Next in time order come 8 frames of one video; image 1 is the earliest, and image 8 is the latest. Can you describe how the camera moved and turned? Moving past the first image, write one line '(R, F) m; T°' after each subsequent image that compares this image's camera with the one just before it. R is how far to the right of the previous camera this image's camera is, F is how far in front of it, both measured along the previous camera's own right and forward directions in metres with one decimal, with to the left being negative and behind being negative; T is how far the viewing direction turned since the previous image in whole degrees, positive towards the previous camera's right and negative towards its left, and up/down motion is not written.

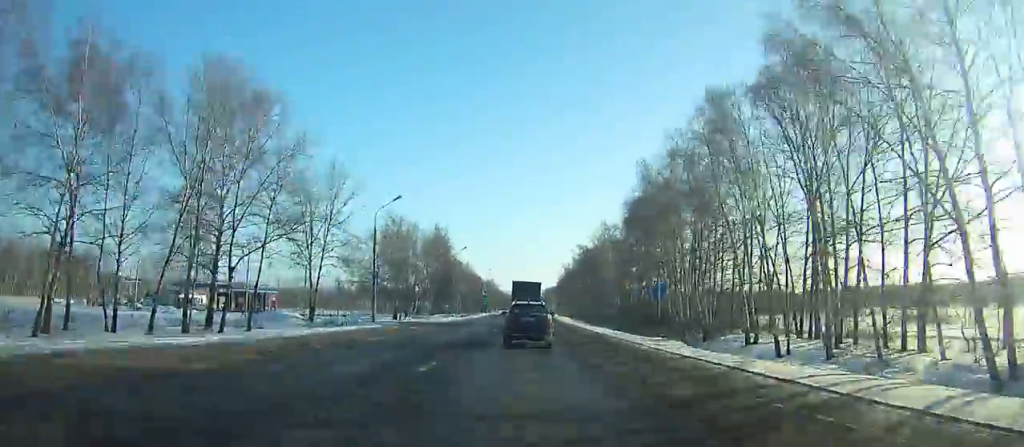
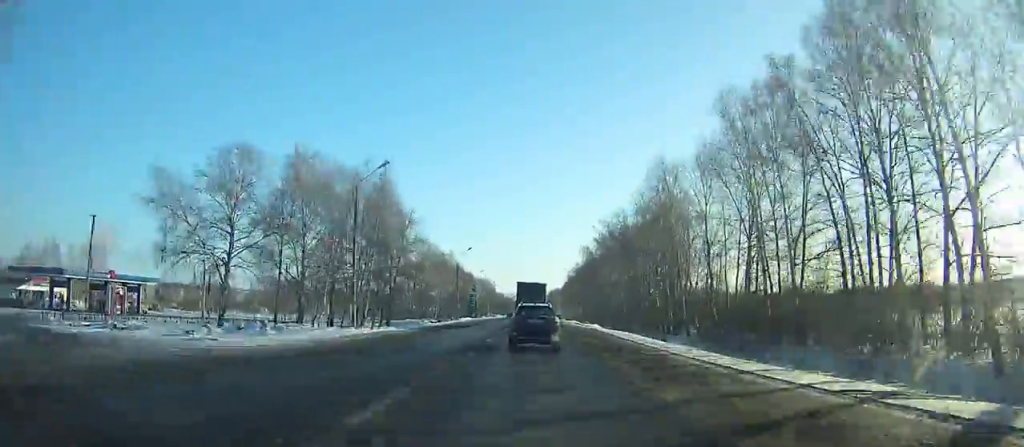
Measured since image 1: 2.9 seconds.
(+0.1, +52.8) m; 0°
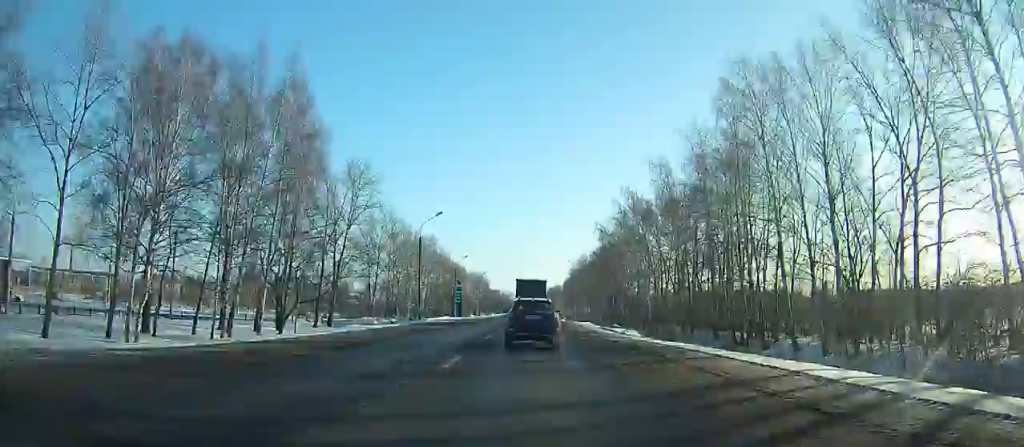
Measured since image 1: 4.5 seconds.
(0.0, +28.8) m; 0°
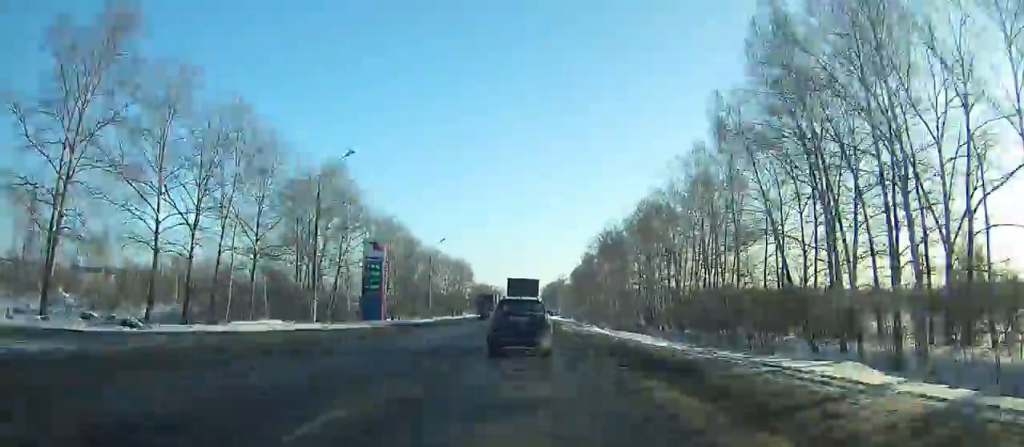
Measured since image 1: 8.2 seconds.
(+0.2, +66.4) m; 0°
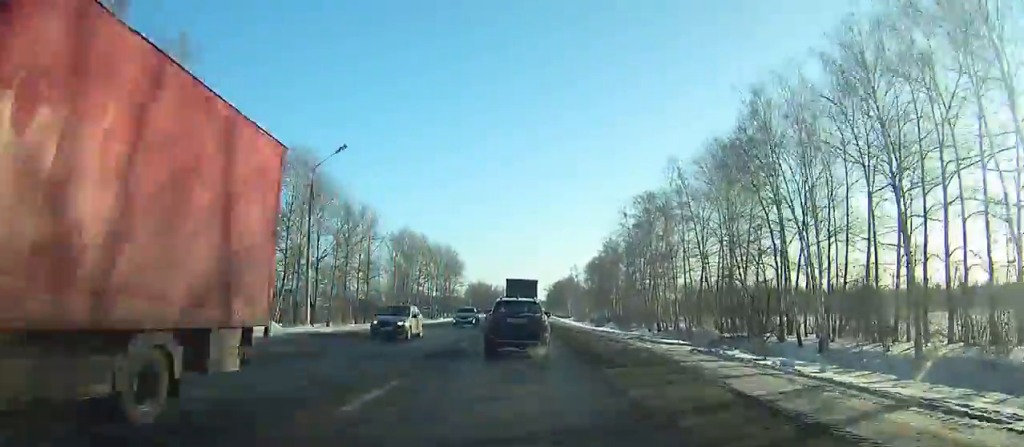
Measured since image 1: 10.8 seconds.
(-0.2, +46.3) m; 0°
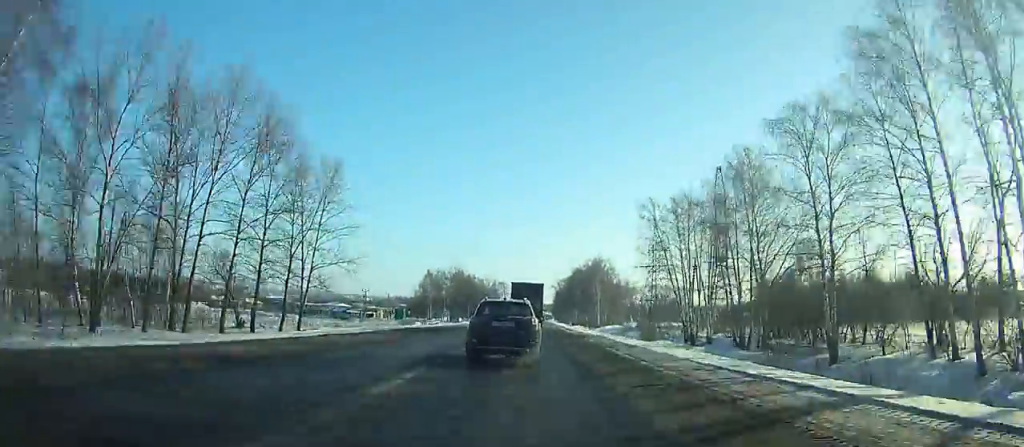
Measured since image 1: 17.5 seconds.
(-0.4, +117.3) m; 0°
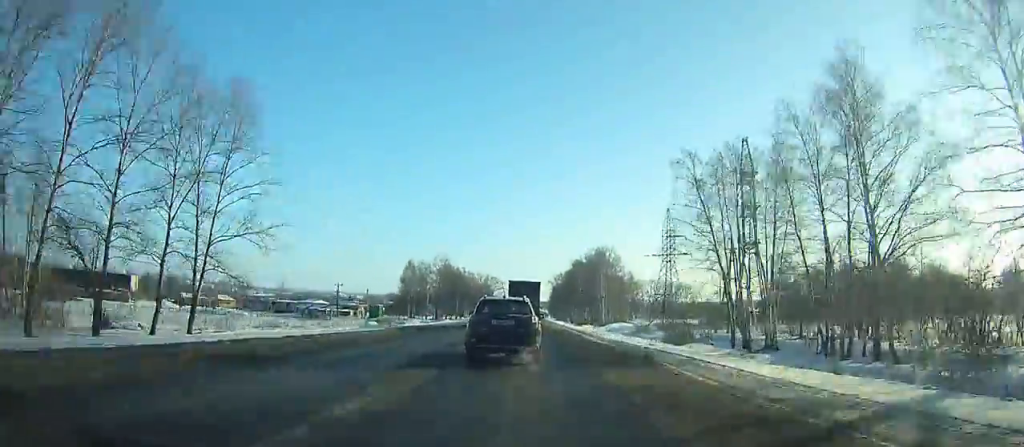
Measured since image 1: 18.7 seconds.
(0.0, +20.6) m; 0°
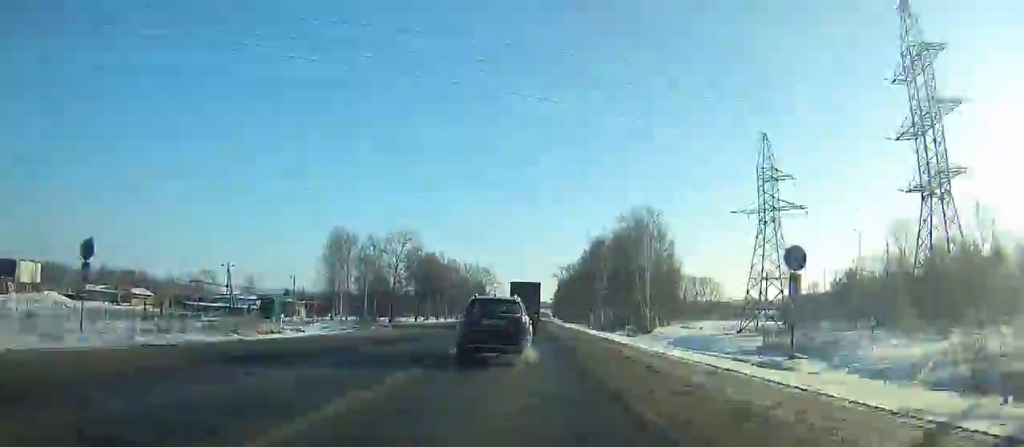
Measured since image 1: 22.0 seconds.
(+0.1, +56.4) m; 0°
